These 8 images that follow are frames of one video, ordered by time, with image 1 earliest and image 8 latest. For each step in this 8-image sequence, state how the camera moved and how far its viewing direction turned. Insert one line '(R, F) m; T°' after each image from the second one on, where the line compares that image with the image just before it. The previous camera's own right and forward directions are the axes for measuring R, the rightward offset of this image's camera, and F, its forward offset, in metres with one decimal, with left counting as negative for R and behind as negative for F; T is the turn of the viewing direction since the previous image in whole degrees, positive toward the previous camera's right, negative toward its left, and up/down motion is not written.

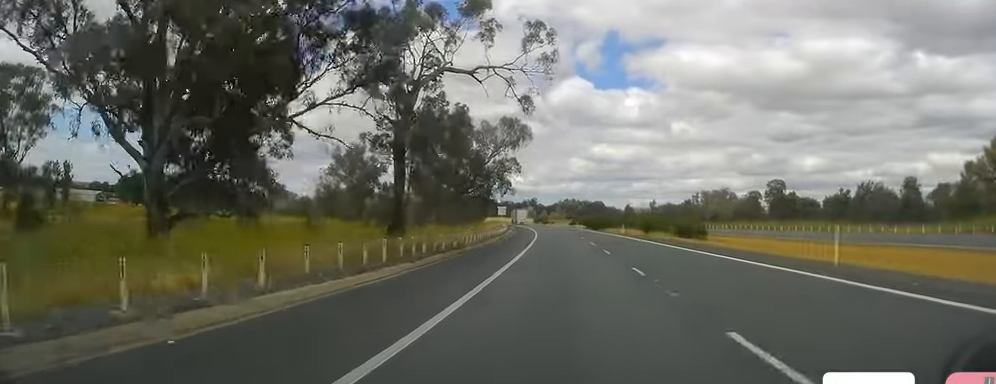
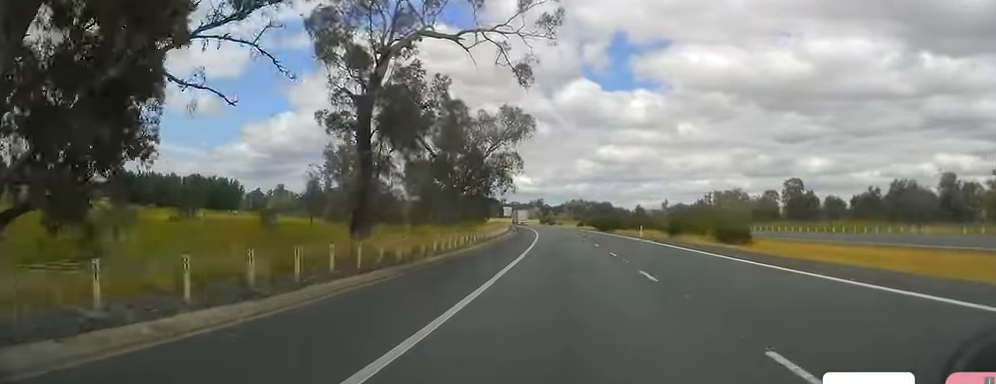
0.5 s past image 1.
(0.0, +13.3) m; 0°
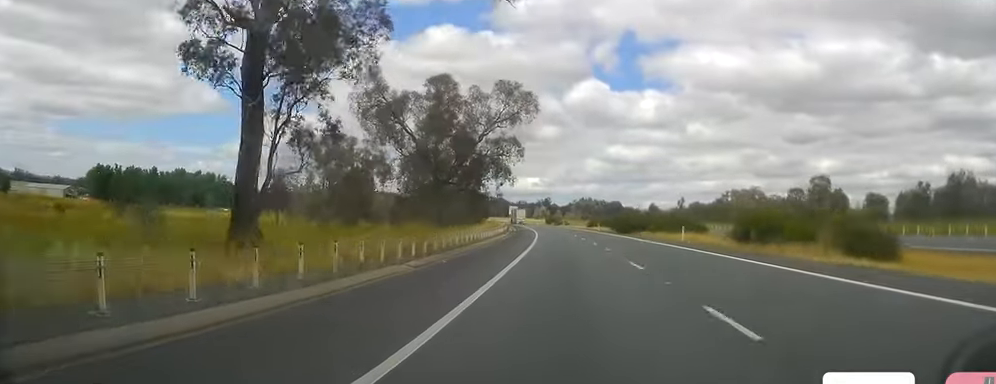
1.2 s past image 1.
(-0.1, +20.1) m; -1°
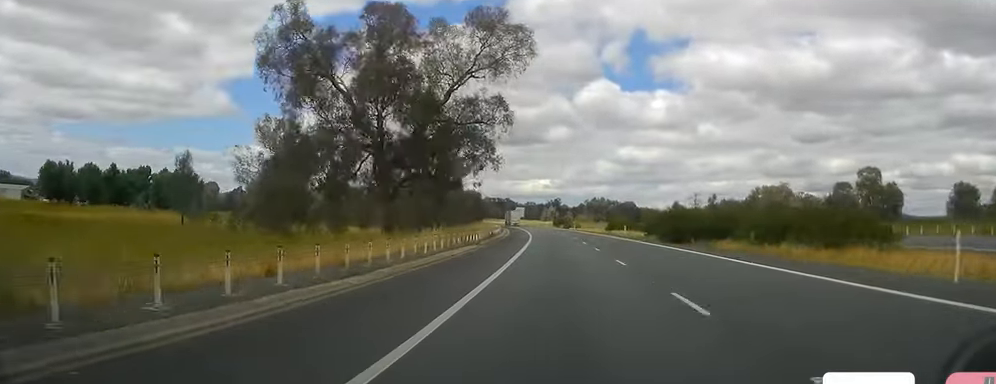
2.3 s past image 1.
(-0.4, +33.6) m; -1°
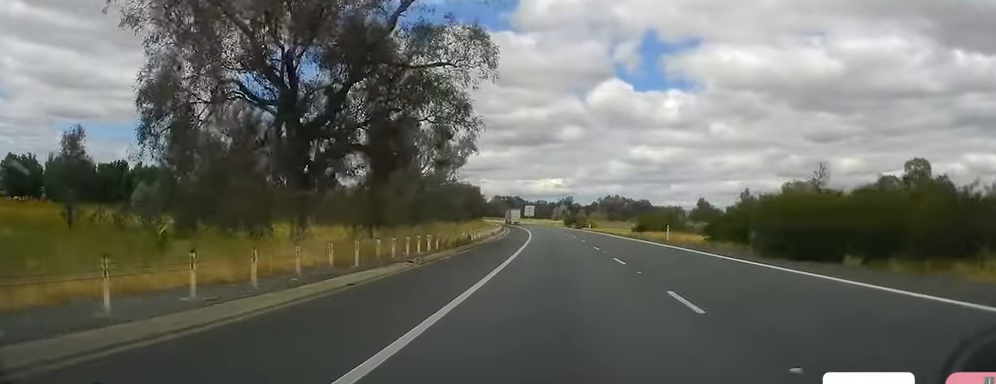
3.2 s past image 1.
(+0.1, +24.0) m; 0°
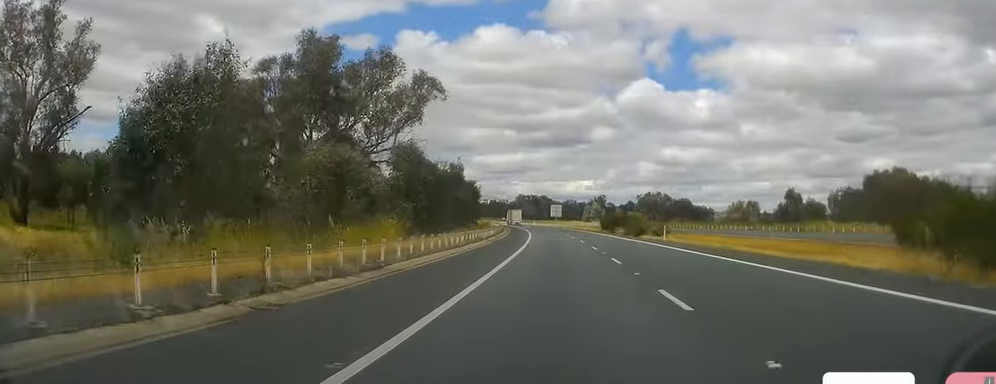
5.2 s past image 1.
(-2.1, +59.4) m; -4°
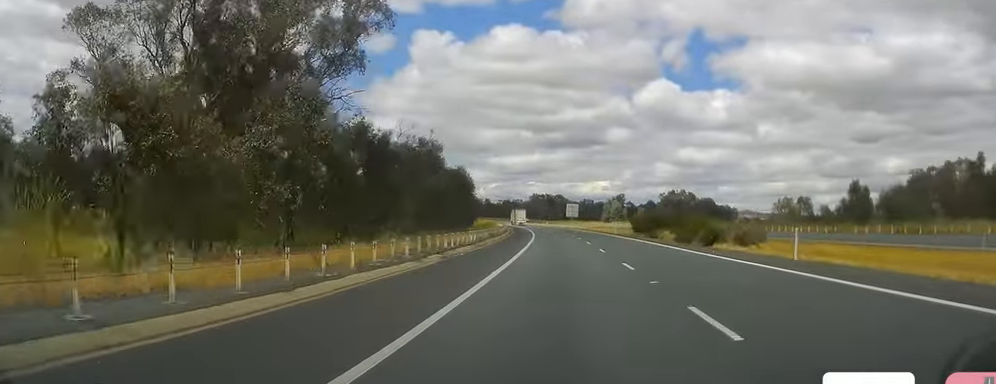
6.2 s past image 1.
(-0.1, +26.8) m; -1°
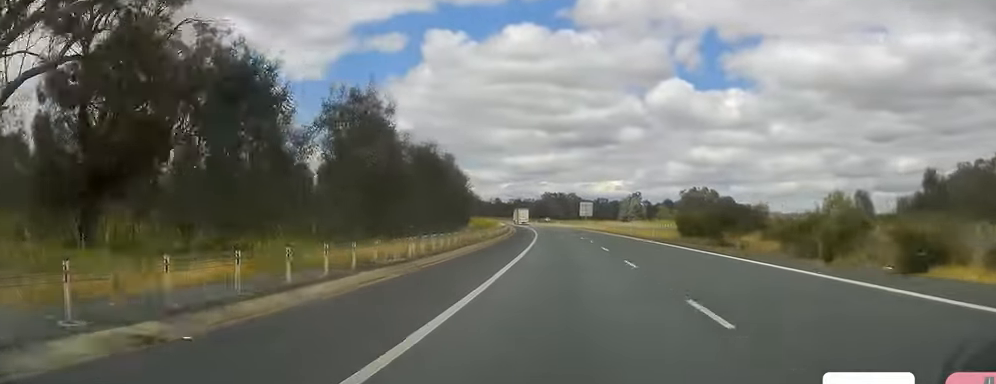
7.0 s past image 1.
(-0.1, +23.0) m; -1°
